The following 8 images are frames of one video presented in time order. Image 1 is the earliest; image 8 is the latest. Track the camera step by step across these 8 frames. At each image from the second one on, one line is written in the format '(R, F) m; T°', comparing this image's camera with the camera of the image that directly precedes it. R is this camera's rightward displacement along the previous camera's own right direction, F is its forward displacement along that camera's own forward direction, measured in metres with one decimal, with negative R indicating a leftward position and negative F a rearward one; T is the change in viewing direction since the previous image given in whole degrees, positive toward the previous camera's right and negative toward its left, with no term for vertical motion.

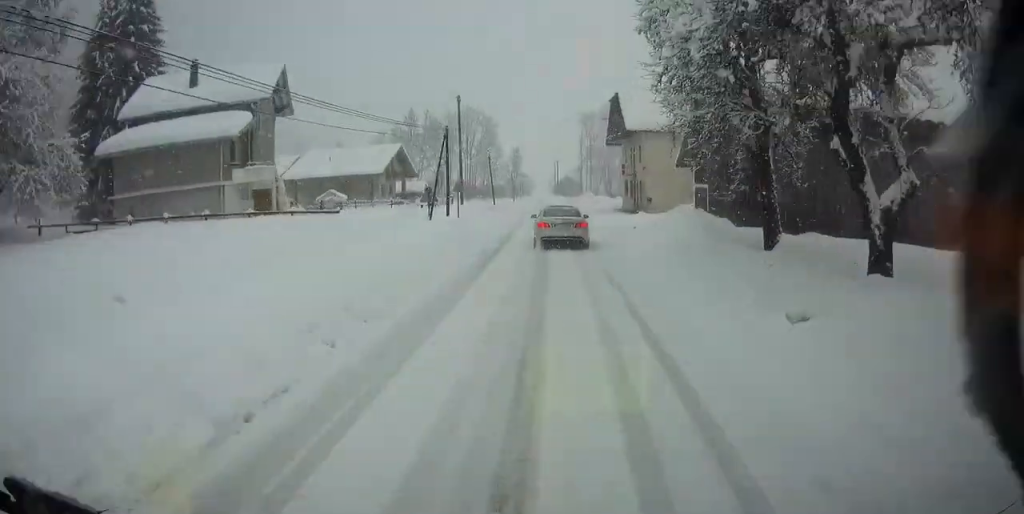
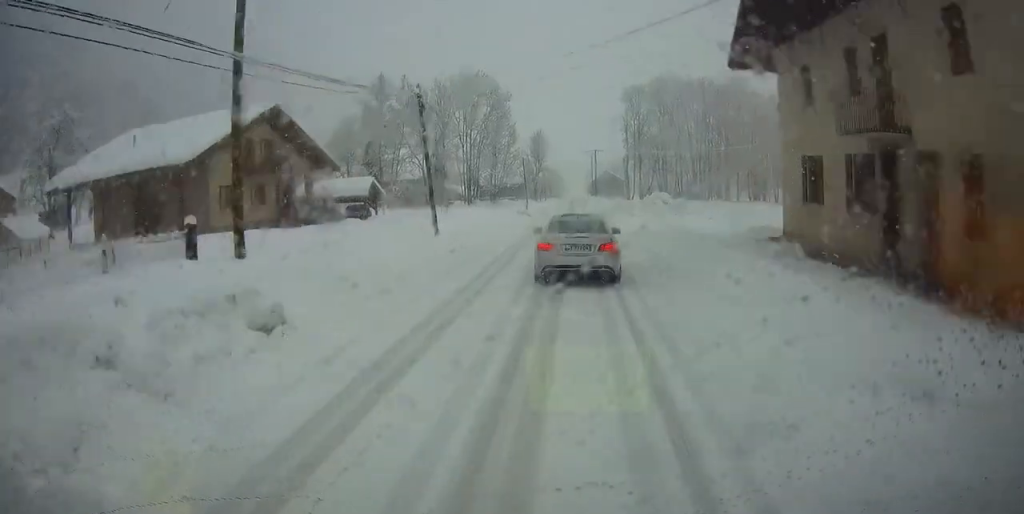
(-0.9, +40.9) m; -1°
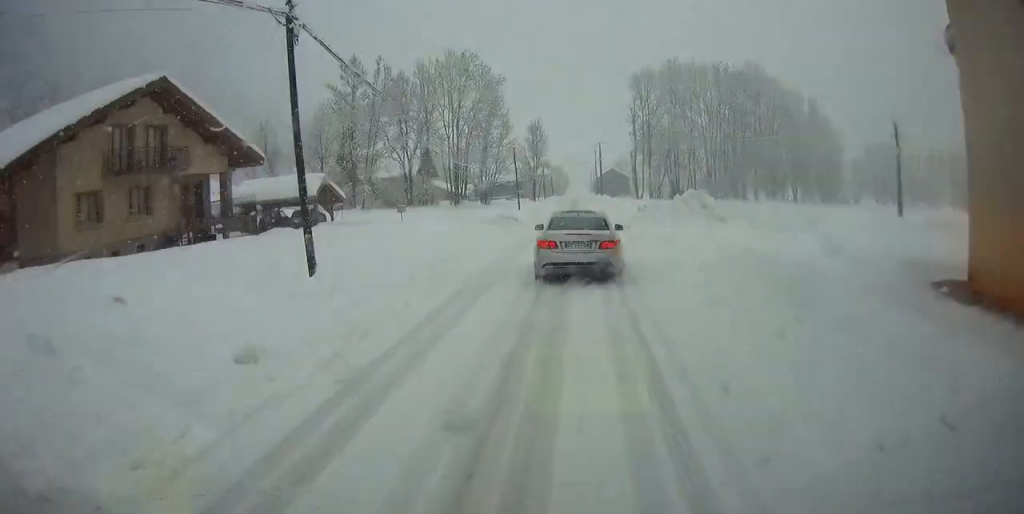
(+0.1, +13.9) m; 0°
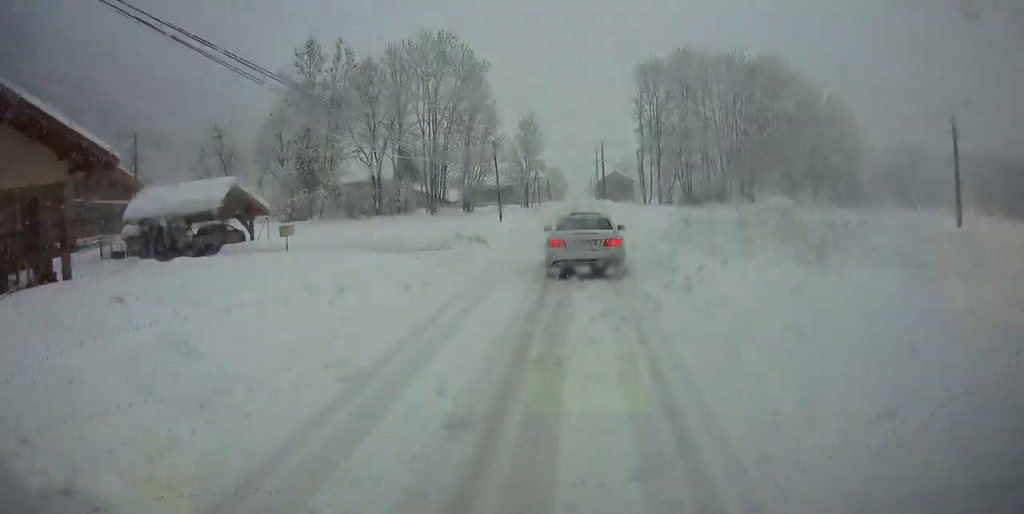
(+0.1, +16.4) m; 0°
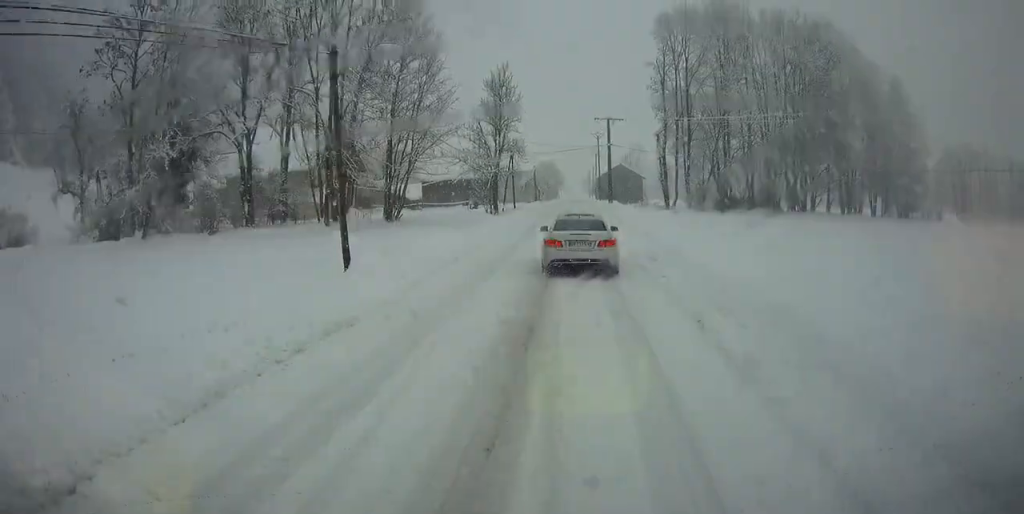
(-0.2, +31.2) m; 0°
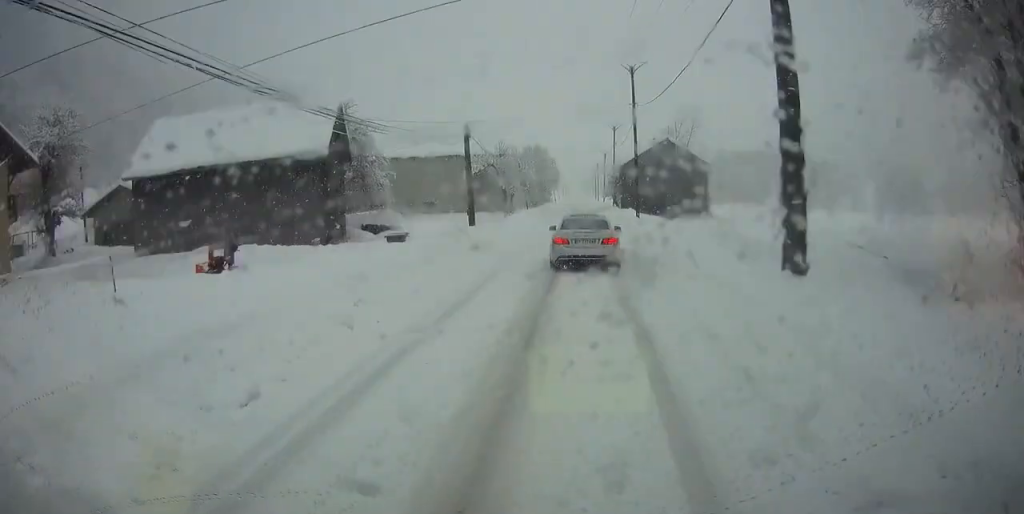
(-1.1, +62.7) m; -2°
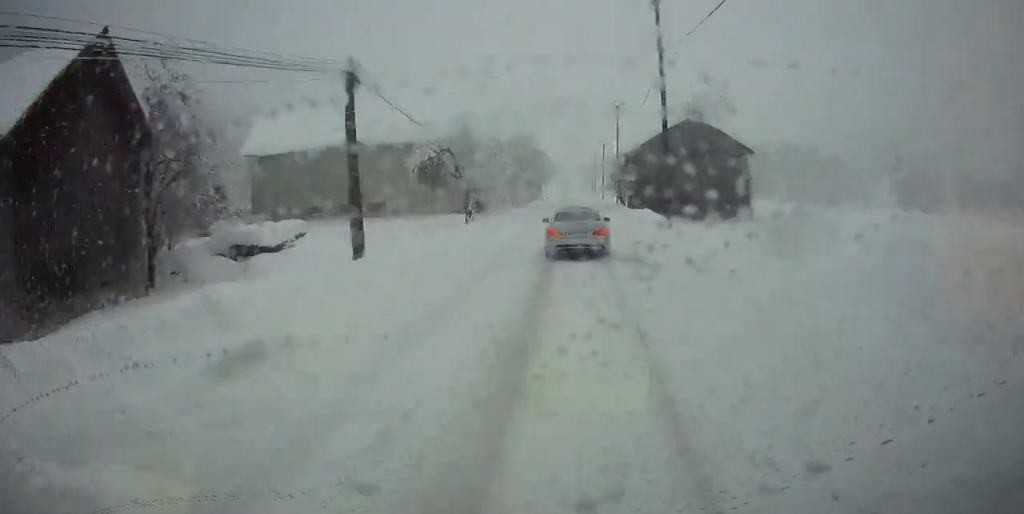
(0.0, +19.4) m; +1°
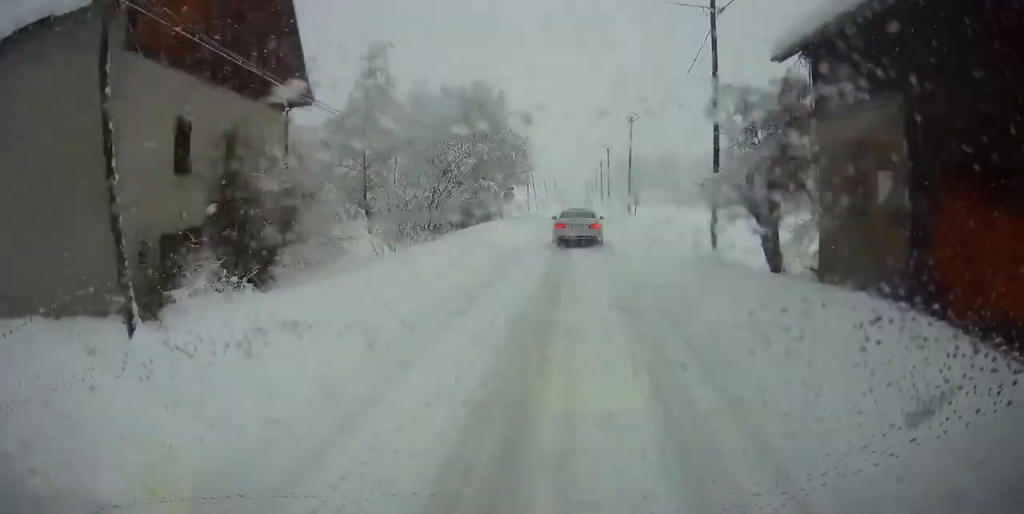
(+0.7, +50.0) m; +1°
